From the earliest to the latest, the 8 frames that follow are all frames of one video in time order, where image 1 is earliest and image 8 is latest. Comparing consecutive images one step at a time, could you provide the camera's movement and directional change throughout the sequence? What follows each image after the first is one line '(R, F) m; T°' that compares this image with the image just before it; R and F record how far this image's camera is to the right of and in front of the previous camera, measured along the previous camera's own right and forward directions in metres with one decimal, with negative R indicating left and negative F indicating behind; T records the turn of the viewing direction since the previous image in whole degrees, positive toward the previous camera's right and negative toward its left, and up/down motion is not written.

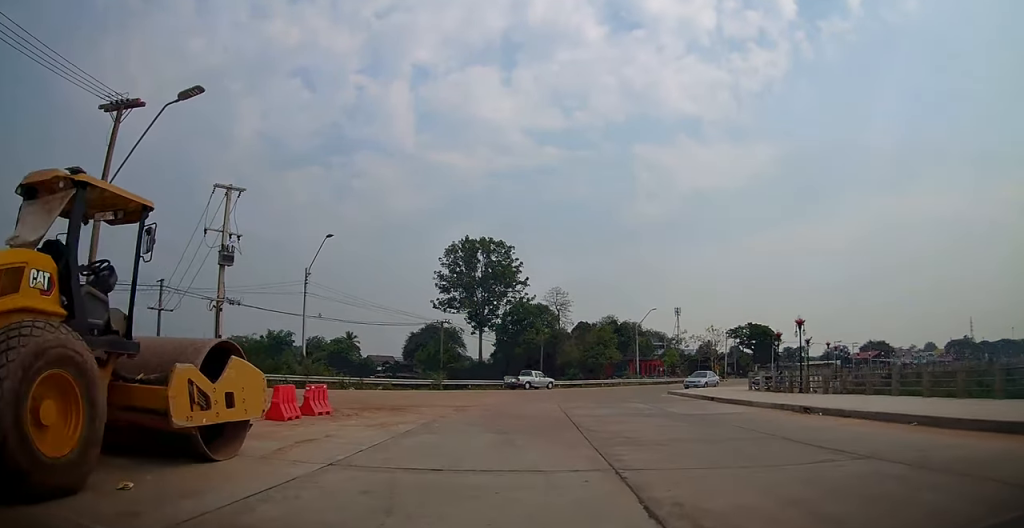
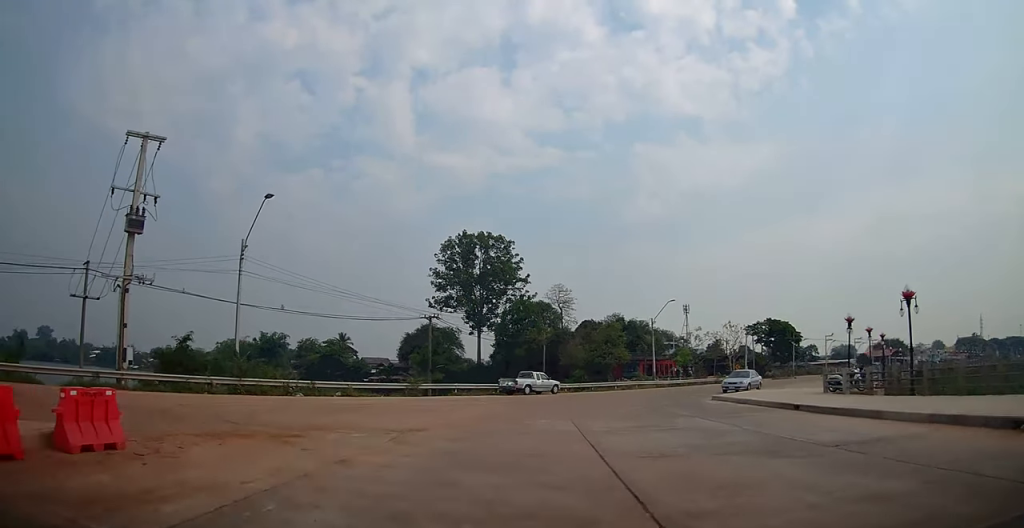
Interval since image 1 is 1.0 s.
(+0.1, +8.8) m; 0°
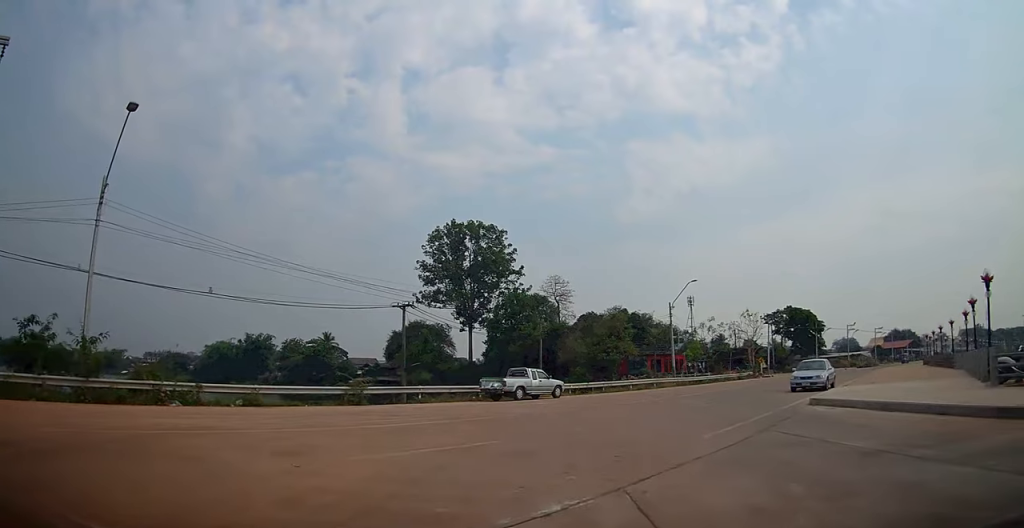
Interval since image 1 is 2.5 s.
(-0.4, +11.5) m; 0°
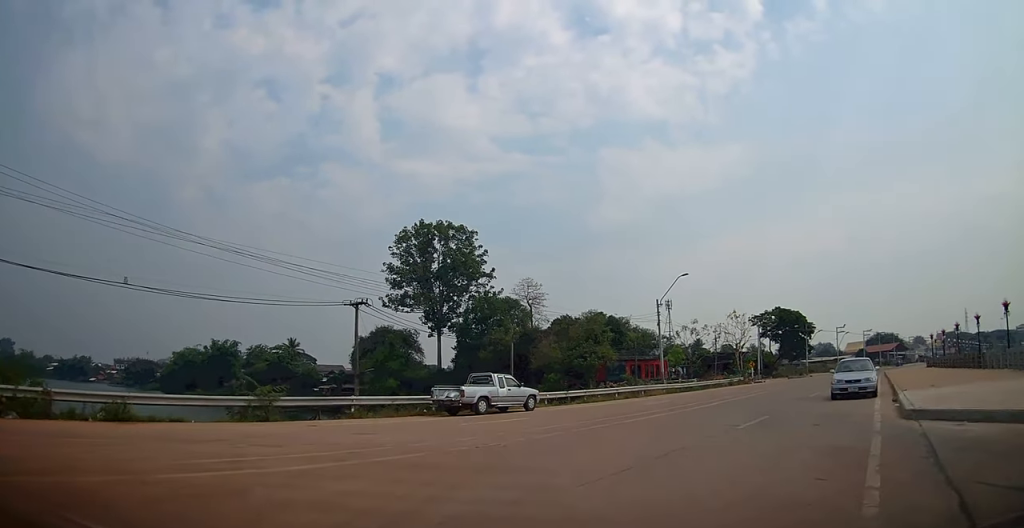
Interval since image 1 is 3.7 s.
(+0.8, +7.5) m; +6°
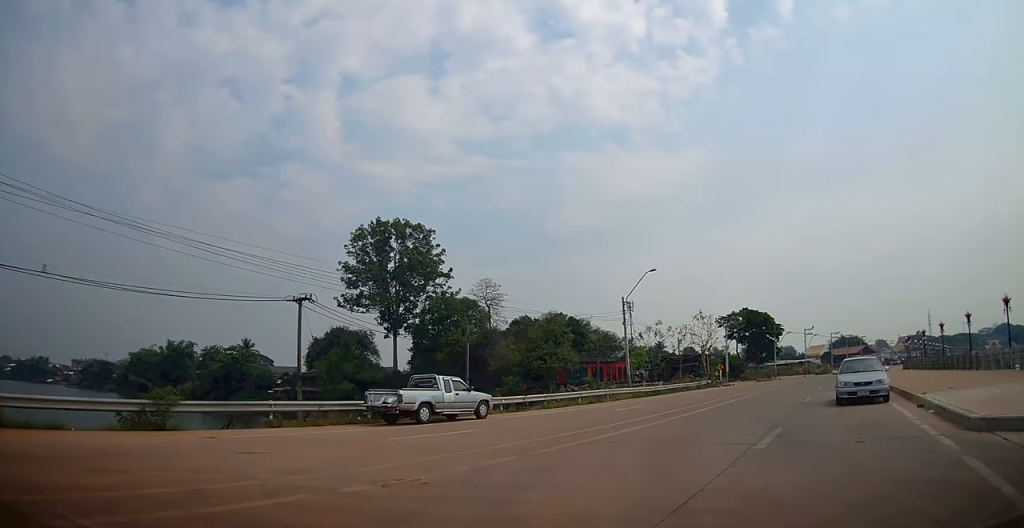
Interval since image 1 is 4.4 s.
(-0.2, +3.3) m; -1°
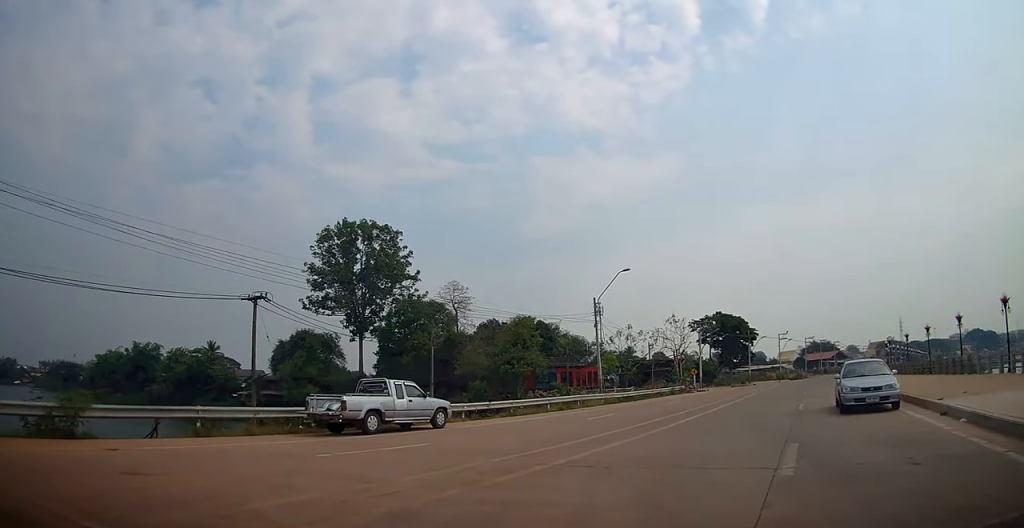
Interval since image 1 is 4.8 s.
(-0.1, +2.2) m; -1°
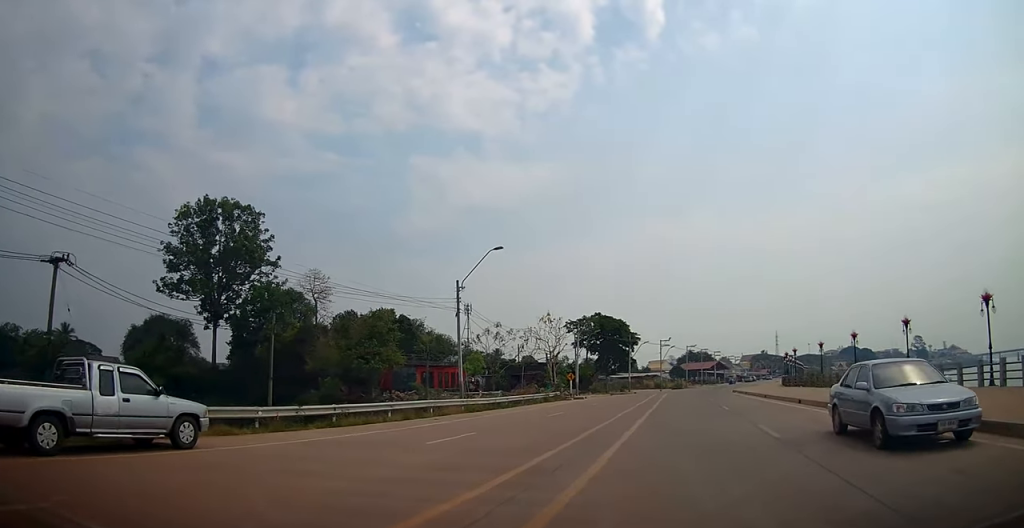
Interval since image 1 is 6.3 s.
(+0.4, +6.3) m; +13°
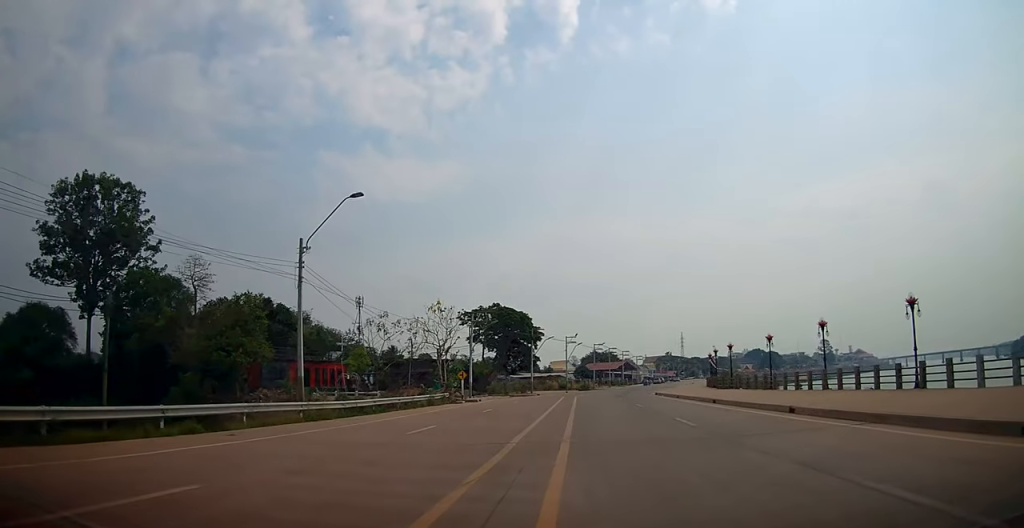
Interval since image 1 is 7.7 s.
(+1.3, +6.8) m; +12°
